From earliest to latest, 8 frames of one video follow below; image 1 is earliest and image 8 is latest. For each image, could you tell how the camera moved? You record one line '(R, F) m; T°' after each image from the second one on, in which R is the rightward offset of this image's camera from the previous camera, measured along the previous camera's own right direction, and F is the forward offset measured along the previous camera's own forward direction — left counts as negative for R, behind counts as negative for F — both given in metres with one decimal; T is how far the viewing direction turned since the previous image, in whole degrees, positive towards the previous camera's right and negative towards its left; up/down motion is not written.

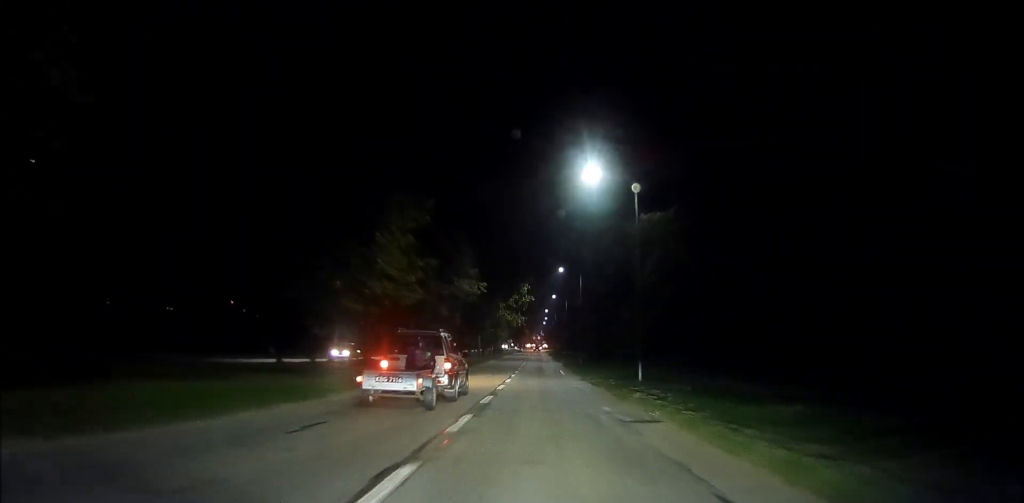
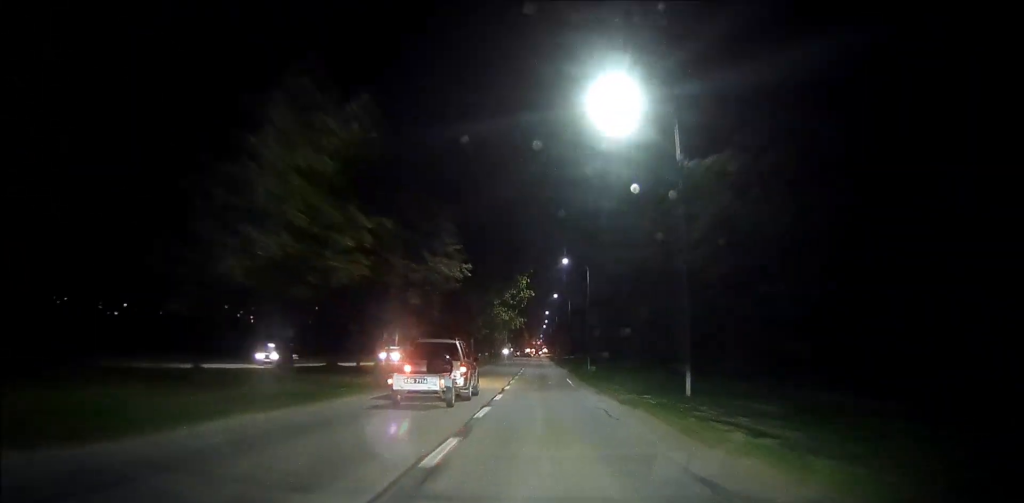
(-0.1, +9.3) m; 0°
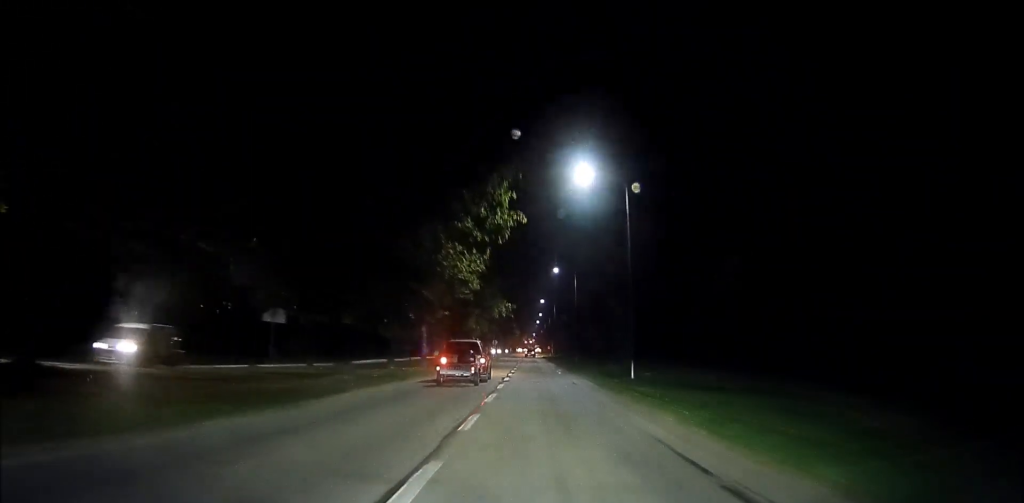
(0.0, +27.7) m; +1°
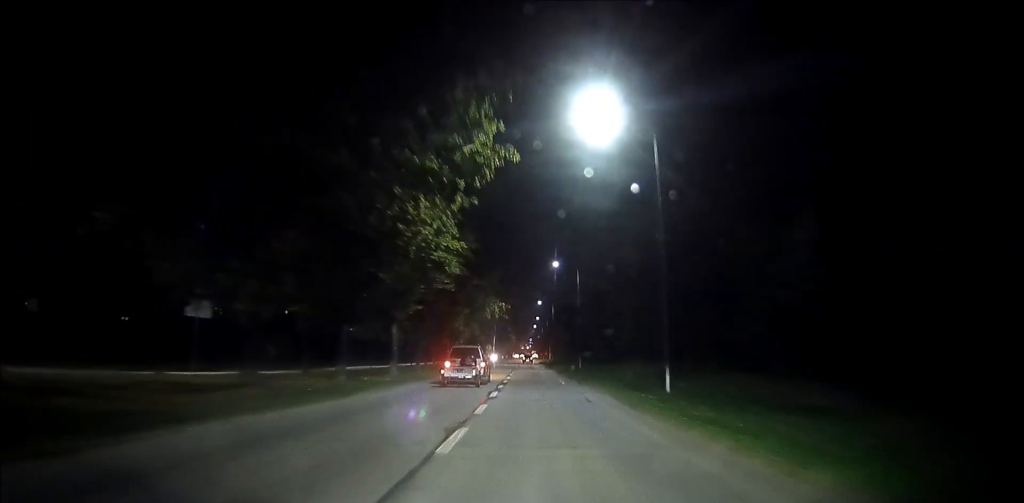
(0.0, +8.2) m; 0°
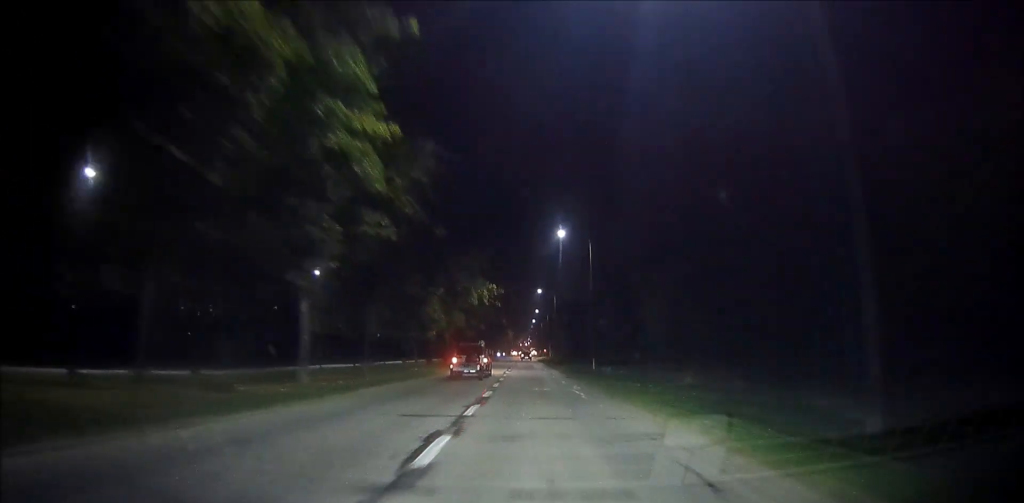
(0.0, +13.4) m; 0°
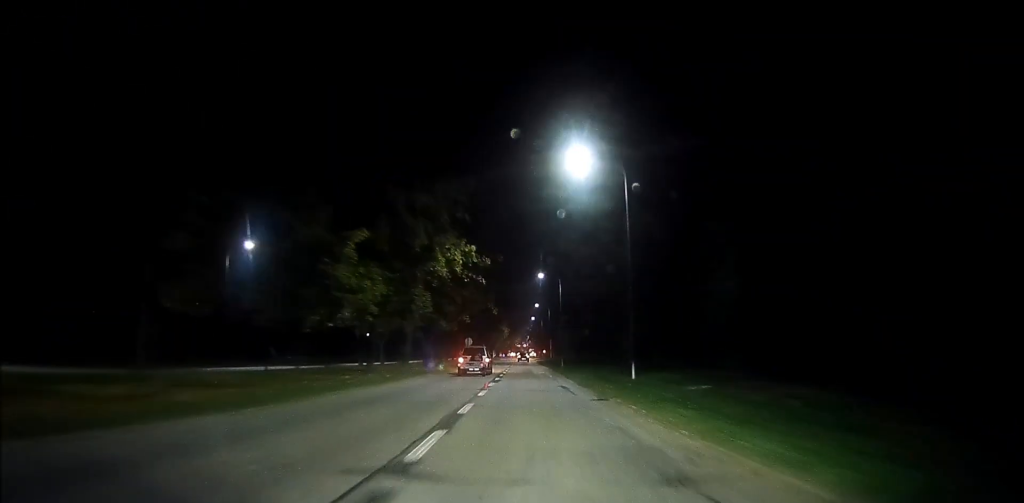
(0.0, +16.7) m; 0°
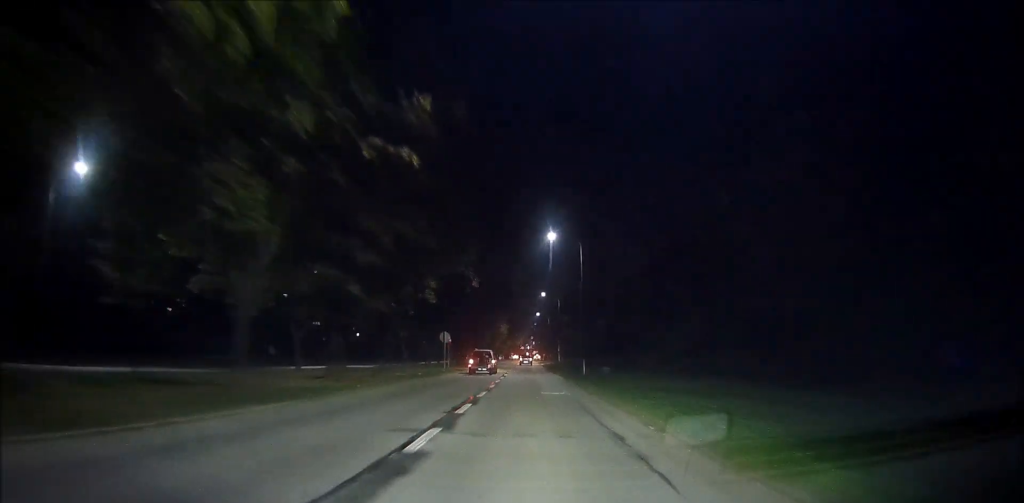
(+0.1, +23.0) m; +1°
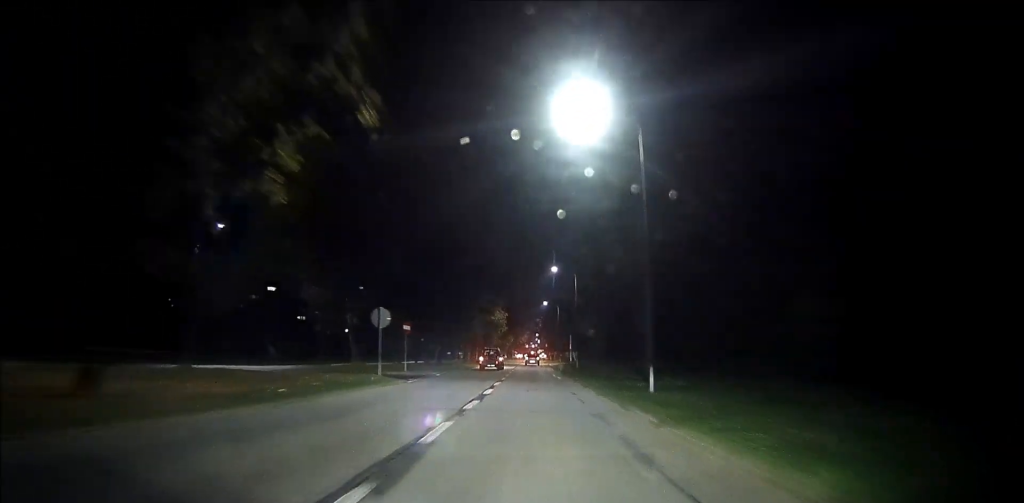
(+0.1, +22.9) m; 0°
